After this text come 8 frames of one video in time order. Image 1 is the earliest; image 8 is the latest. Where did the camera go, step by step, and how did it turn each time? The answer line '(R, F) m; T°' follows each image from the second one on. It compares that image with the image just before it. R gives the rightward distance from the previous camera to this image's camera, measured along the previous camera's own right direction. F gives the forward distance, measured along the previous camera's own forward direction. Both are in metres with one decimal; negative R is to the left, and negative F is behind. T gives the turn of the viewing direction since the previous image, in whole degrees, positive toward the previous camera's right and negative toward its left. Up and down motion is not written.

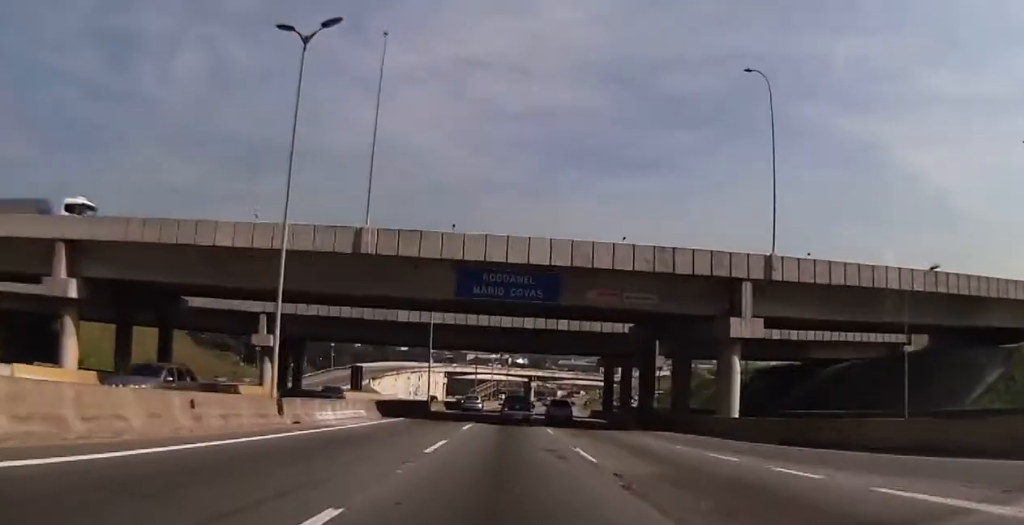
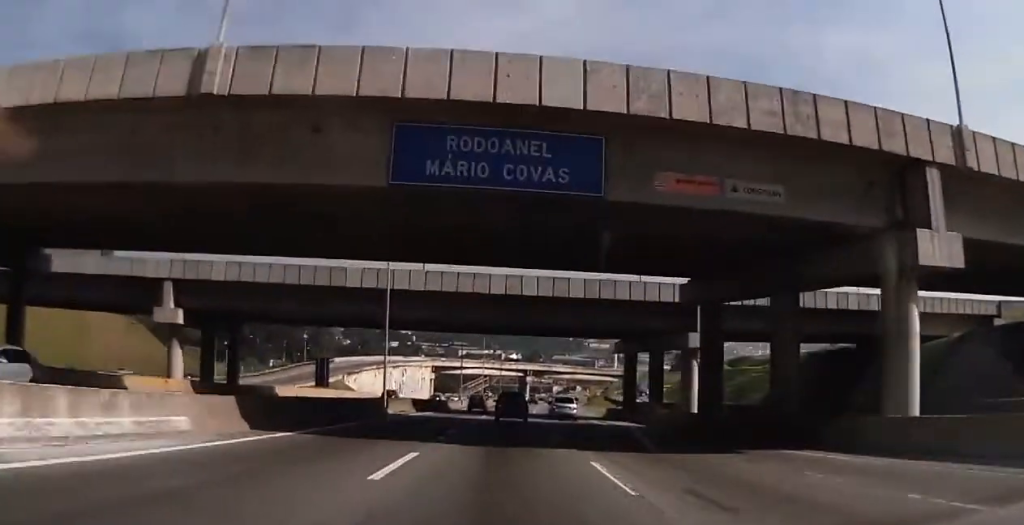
(+0.5, +18.3) m; +2°
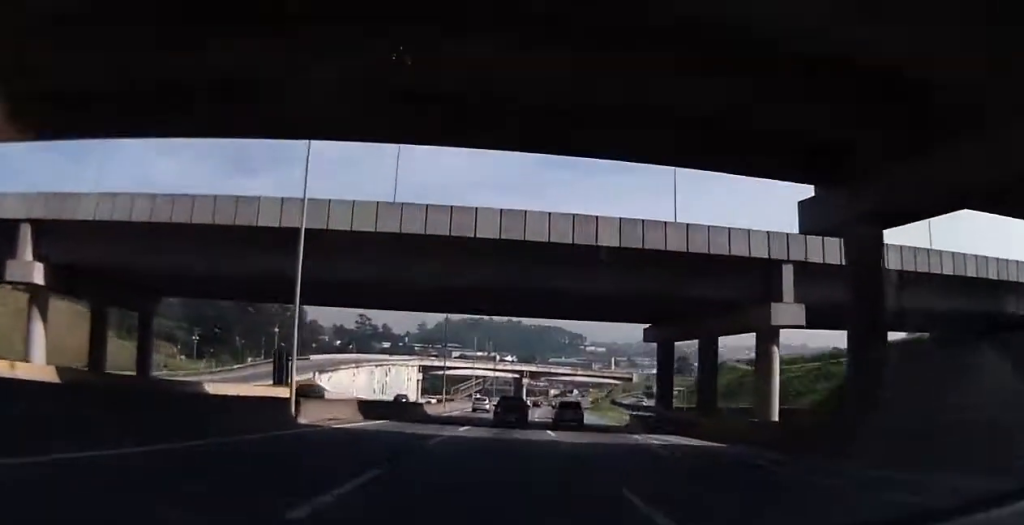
(+0.1, +15.7) m; +1°
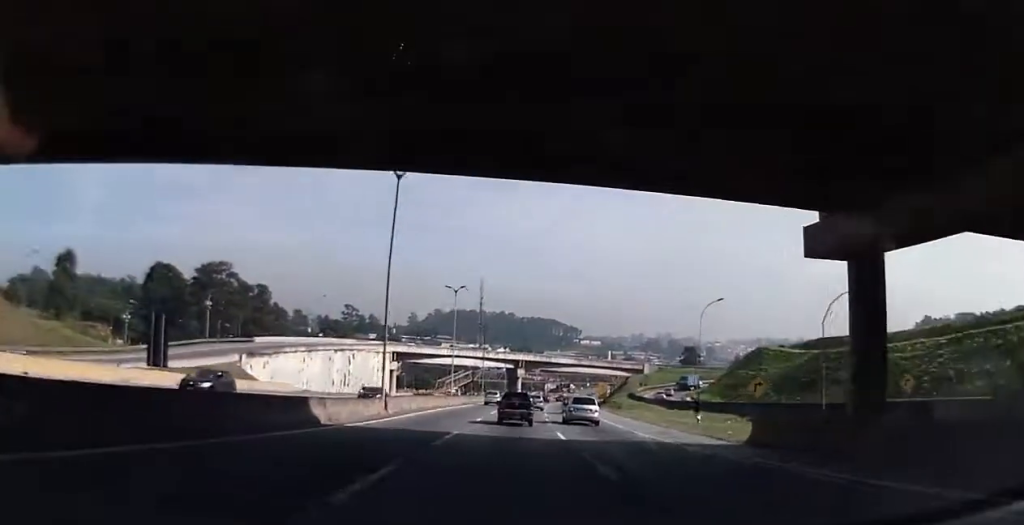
(+0.4, +30.4) m; +1°
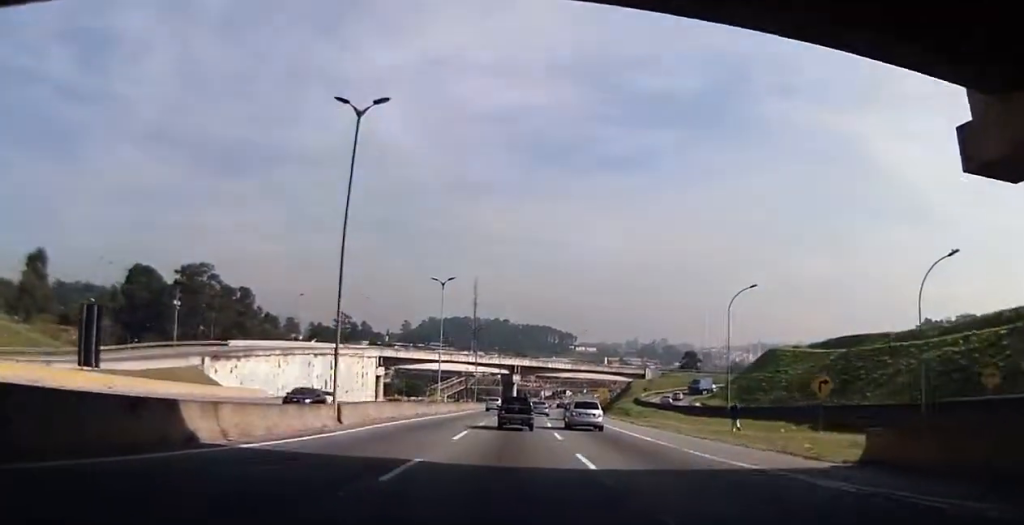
(0.0, +8.9) m; 0°
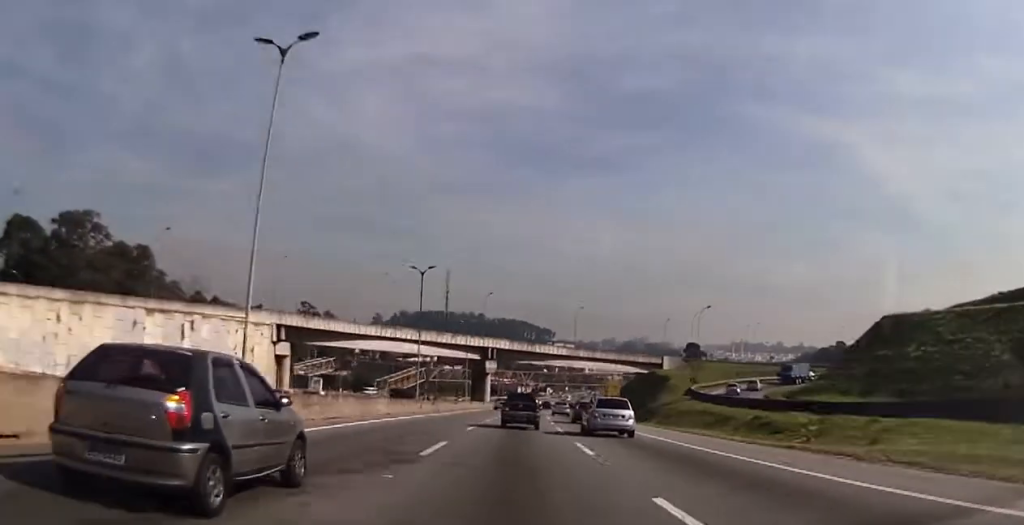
(-0.6, +42.3) m; 0°
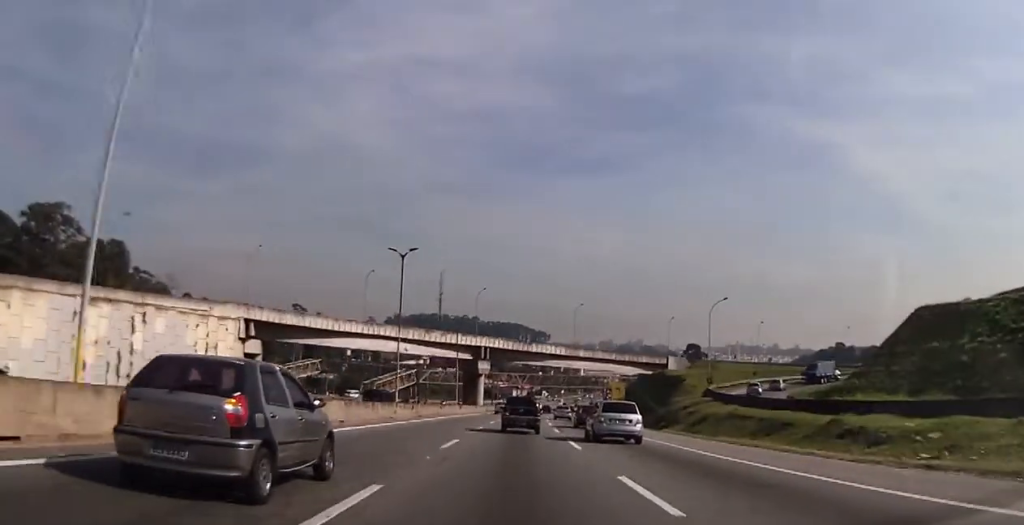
(-0.1, +8.3) m; +1°
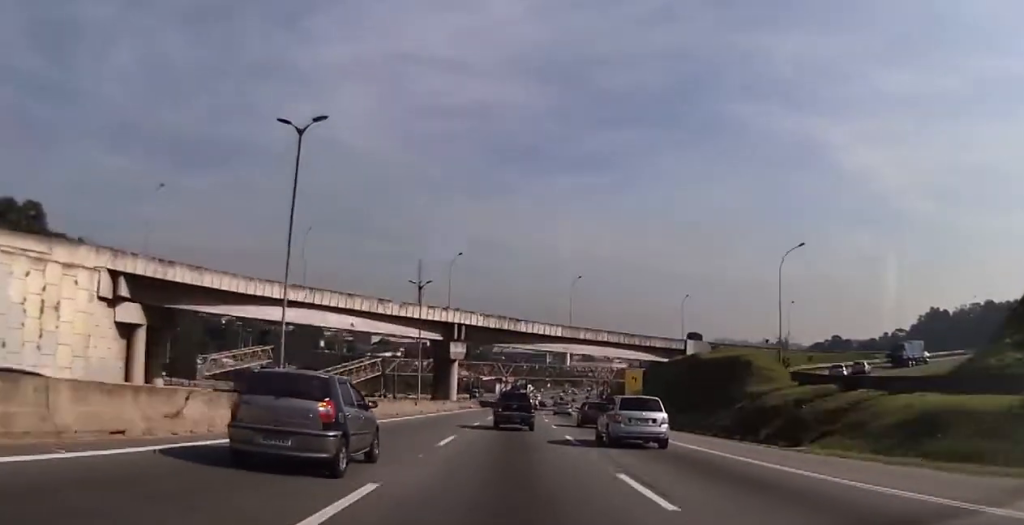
(+0.4, +23.2) m; +2°
